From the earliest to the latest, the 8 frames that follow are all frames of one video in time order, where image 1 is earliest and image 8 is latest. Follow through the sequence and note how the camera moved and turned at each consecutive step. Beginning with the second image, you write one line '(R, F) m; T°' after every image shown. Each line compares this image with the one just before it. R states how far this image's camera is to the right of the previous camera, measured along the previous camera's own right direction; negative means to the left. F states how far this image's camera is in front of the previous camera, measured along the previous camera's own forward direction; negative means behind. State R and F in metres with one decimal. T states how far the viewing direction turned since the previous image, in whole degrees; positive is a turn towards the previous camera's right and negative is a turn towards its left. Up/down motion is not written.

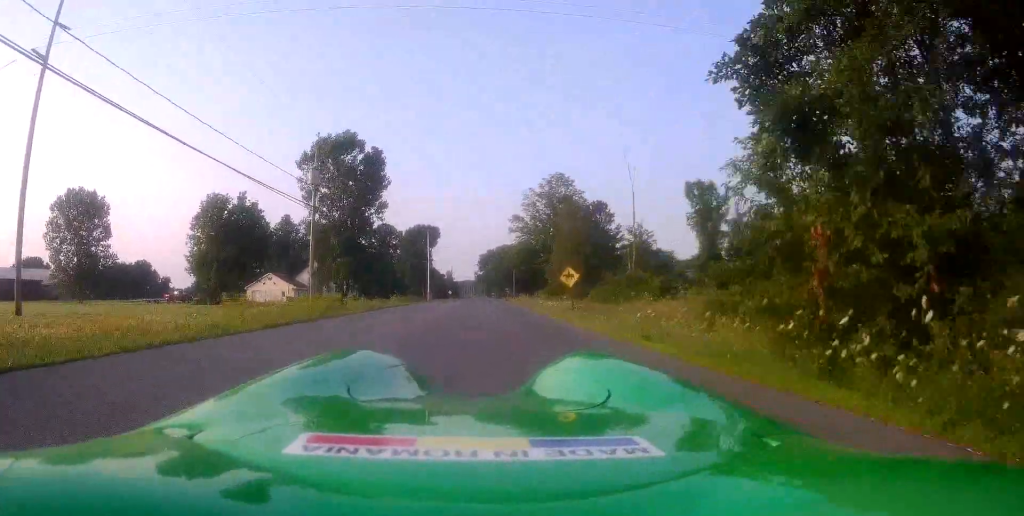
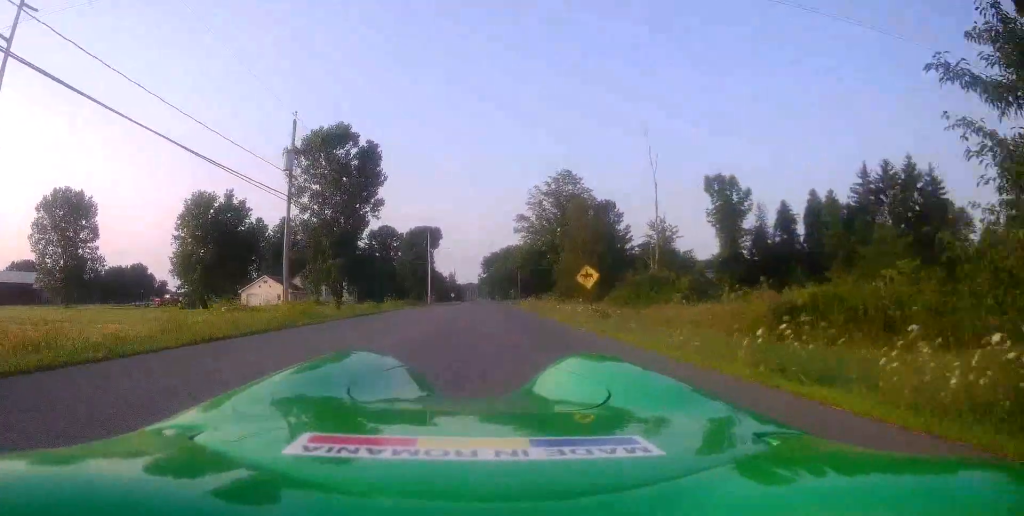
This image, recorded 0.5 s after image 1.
(0.0, +4.3) m; 0°
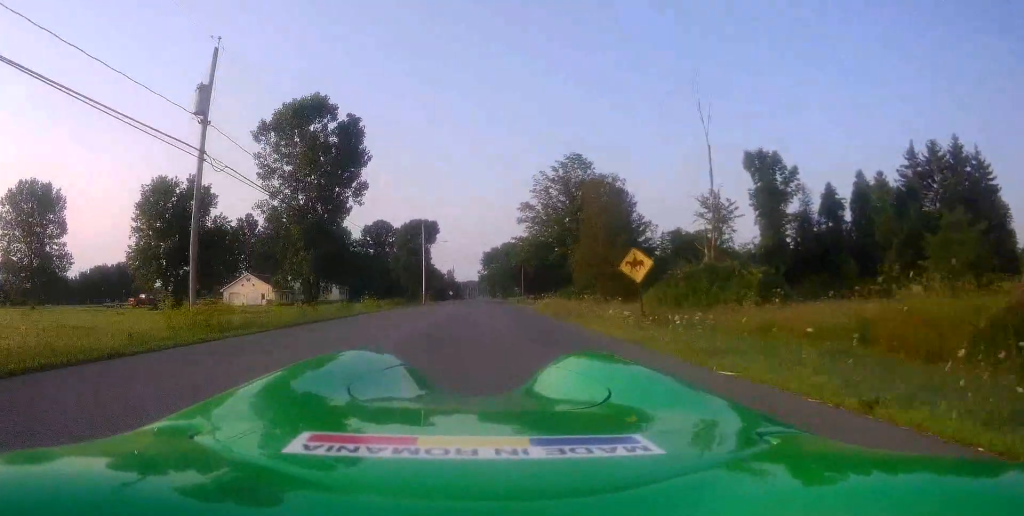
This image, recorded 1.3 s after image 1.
(0.0, +7.8) m; -1°
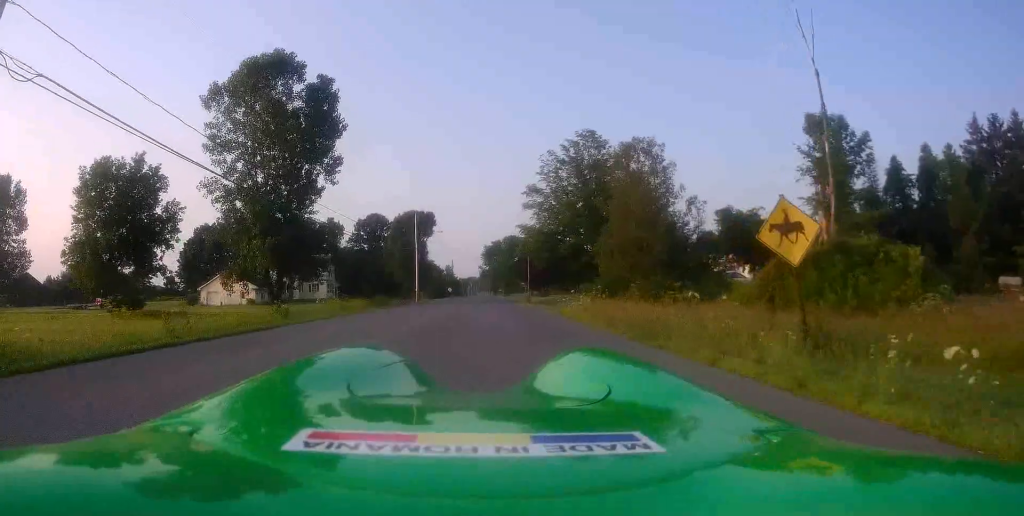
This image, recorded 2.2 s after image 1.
(-0.2, +8.6) m; -1°
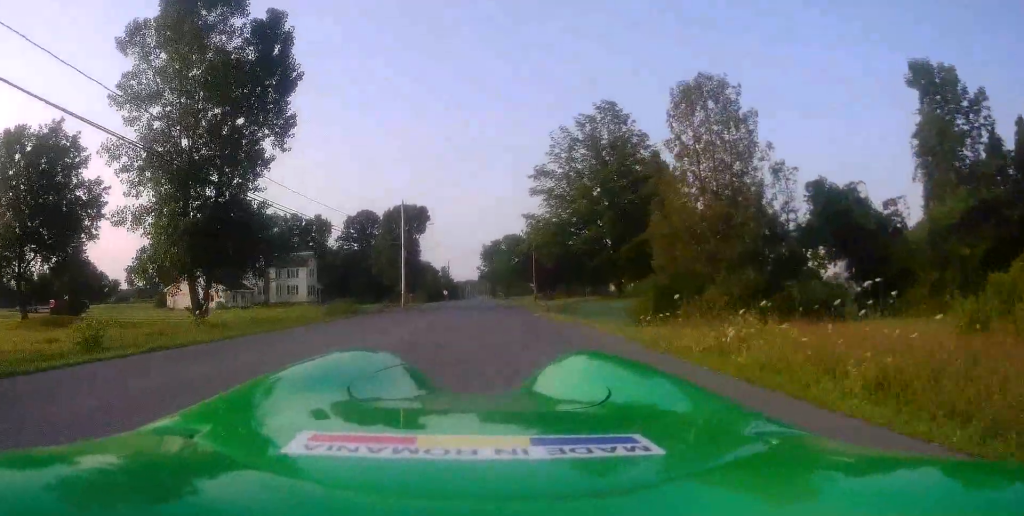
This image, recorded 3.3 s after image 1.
(0.0, +10.1) m; 0°
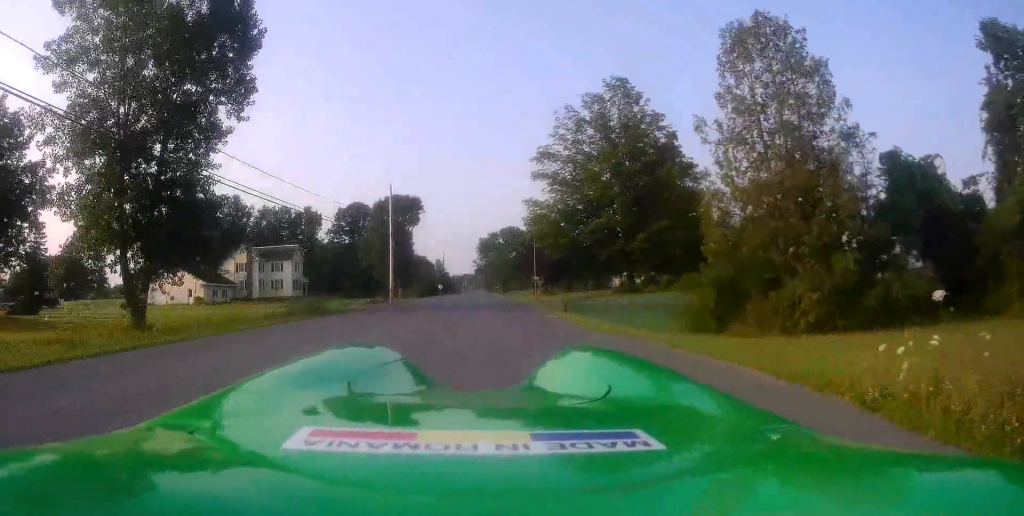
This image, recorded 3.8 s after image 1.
(+0.1, +5.1) m; 0°
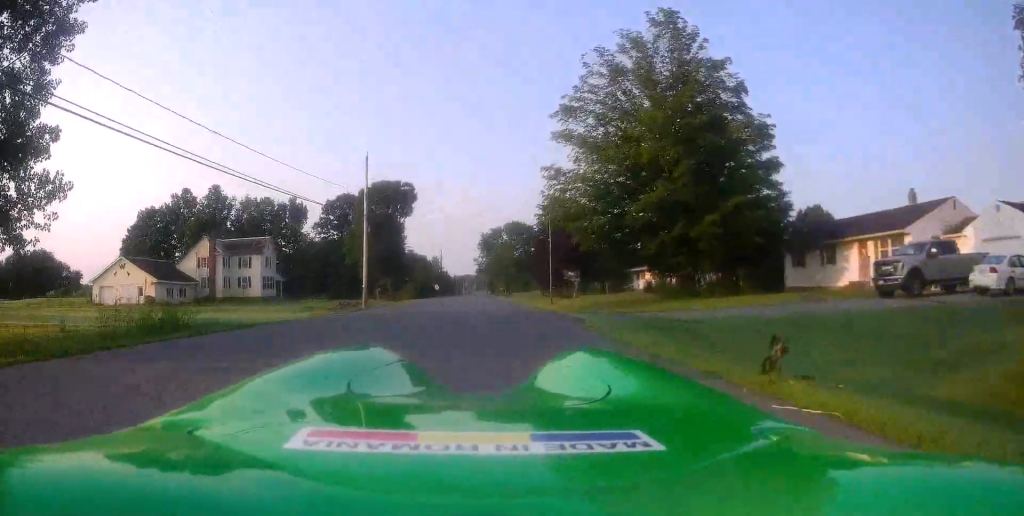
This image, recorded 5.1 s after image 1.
(-0.1, +12.2) m; +1°
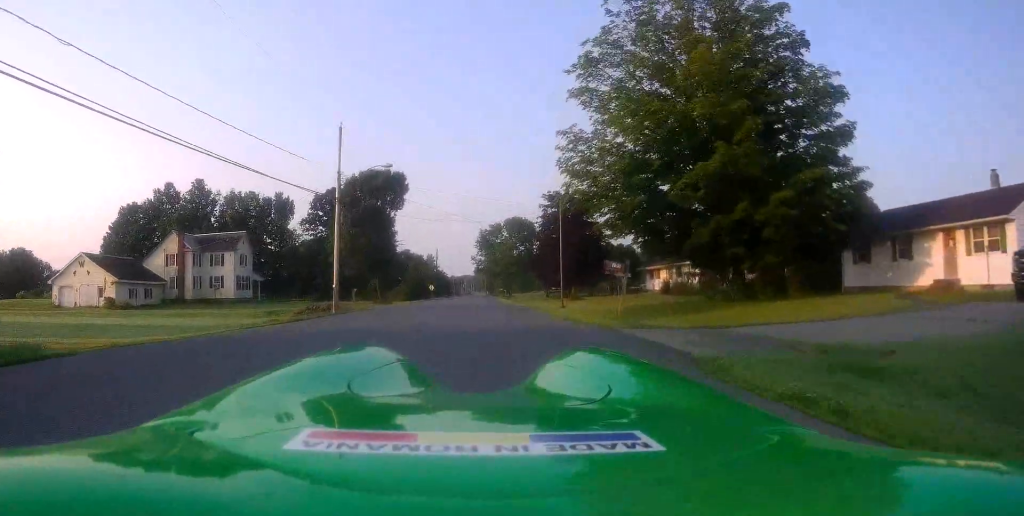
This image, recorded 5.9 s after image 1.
(+0.1, +7.0) m; +1°
